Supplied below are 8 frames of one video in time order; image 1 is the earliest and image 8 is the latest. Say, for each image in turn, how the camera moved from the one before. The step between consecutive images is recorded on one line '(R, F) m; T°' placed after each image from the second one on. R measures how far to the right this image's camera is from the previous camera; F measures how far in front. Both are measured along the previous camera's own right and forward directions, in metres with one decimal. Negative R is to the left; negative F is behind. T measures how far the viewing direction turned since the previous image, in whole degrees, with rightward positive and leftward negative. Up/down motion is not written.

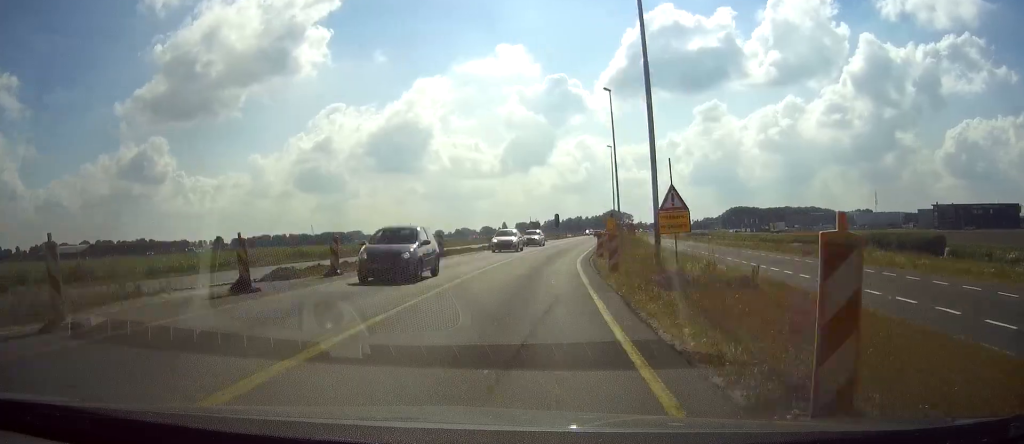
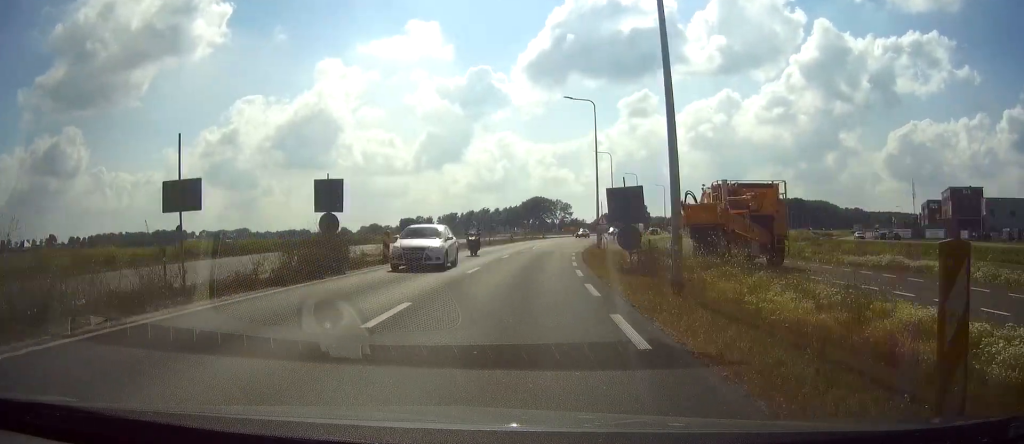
(+15.4, +227.2) m; +10°
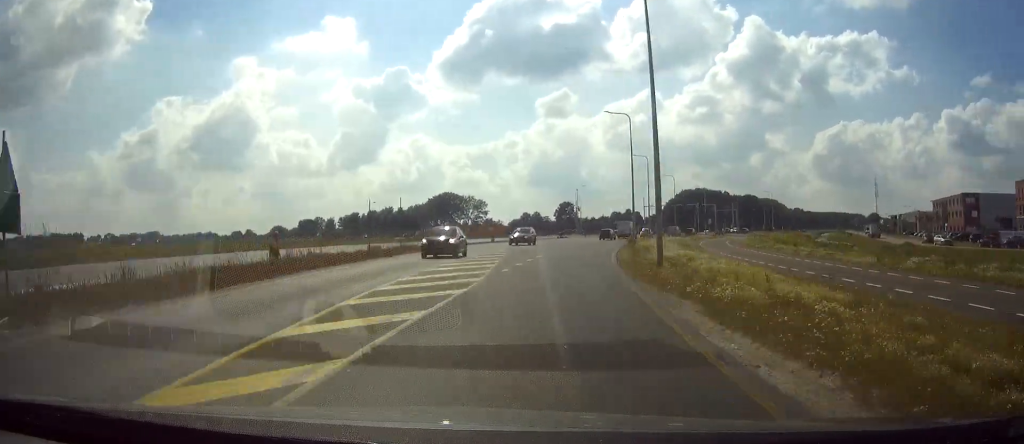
(+4.2, +56.7) m; +7°
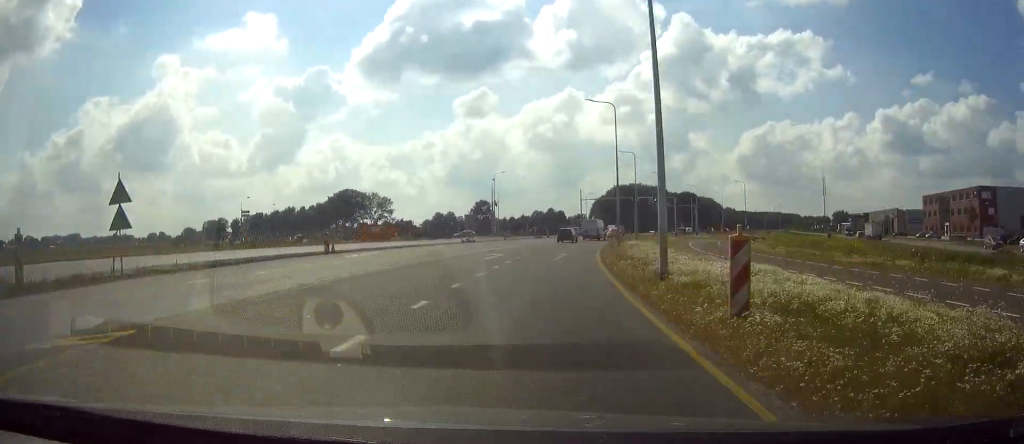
(-0.4, +34.2) m; +5°
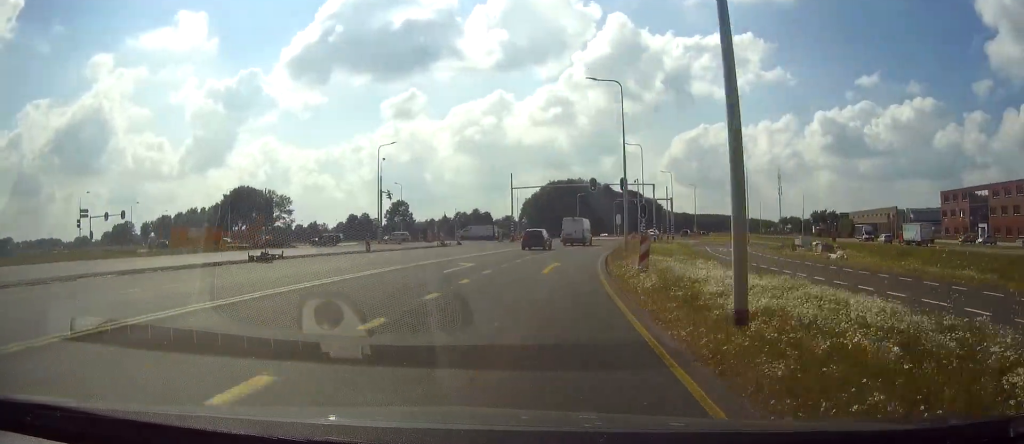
(+3.4, +37.2) m; +6°
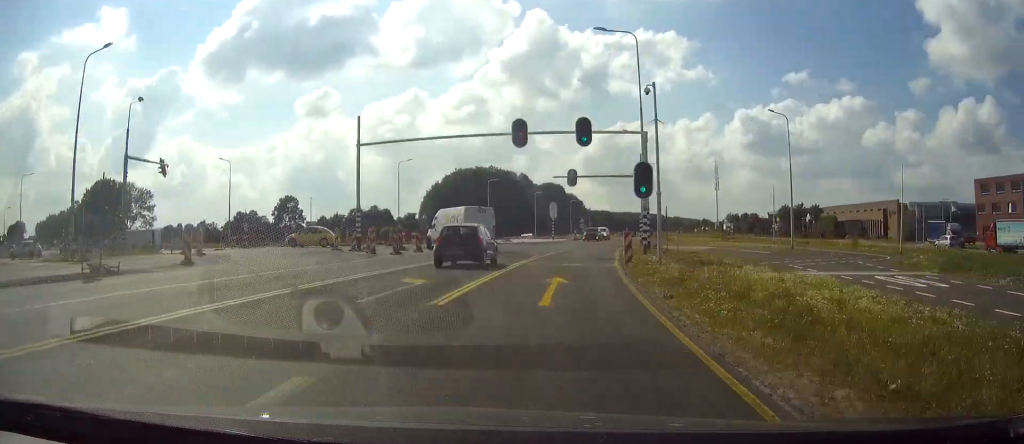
(+1.3, +40.4) m; +6°
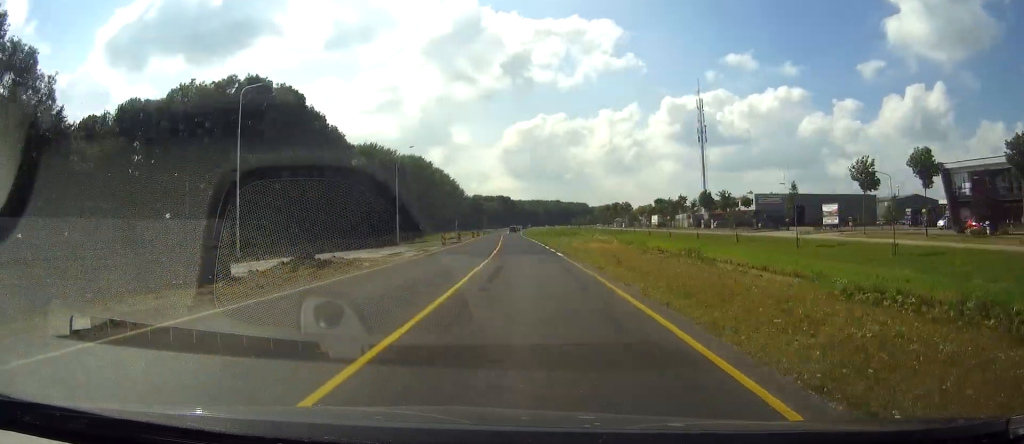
(+21.7, +183.5) m; +5°
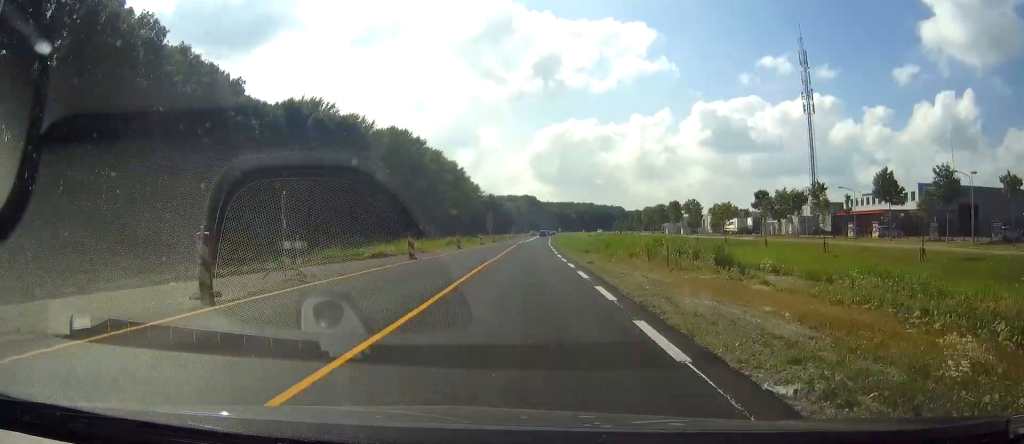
(-1.4, +62.8) m; -1°
